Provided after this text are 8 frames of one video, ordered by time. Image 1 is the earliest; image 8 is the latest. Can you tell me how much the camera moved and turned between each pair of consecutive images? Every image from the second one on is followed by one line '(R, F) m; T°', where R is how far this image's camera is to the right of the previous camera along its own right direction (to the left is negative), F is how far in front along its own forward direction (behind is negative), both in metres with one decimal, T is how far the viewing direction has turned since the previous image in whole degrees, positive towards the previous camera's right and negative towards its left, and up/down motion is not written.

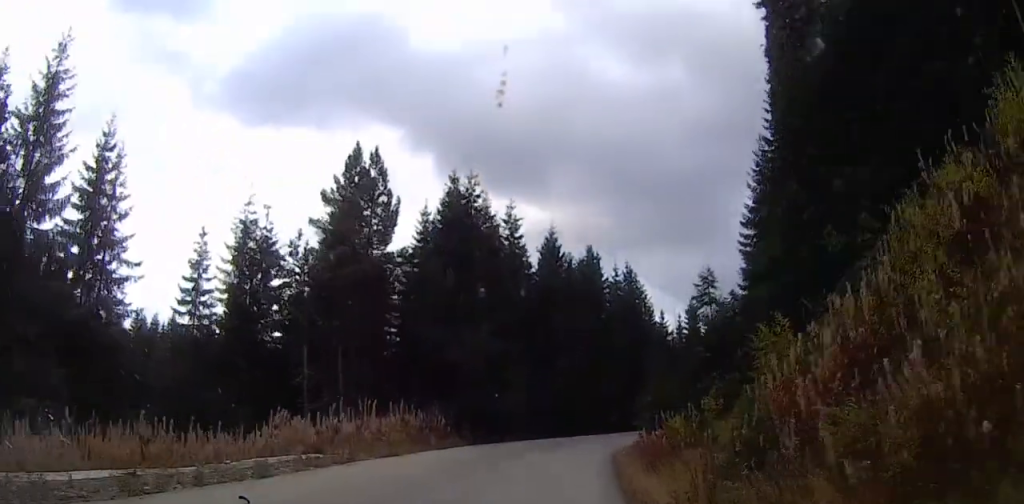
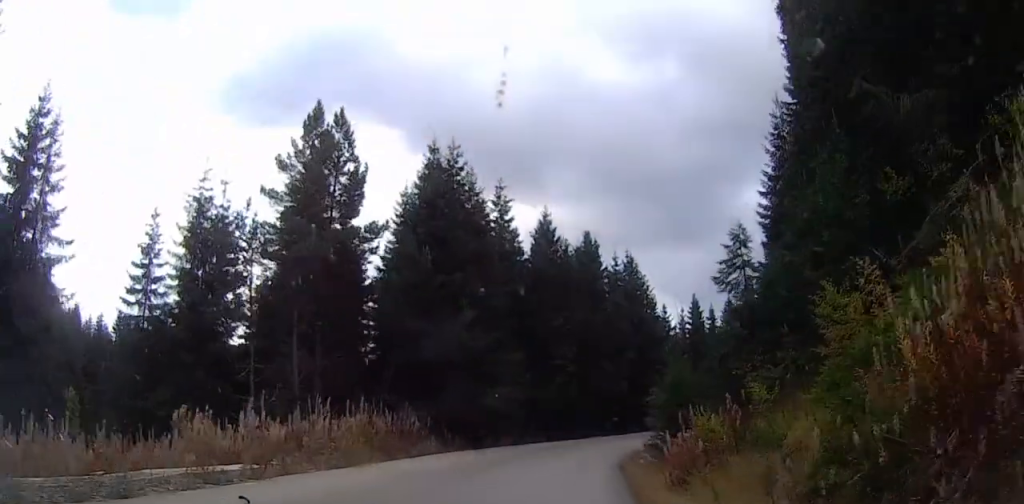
(+0.4, +5.4) m; +2°
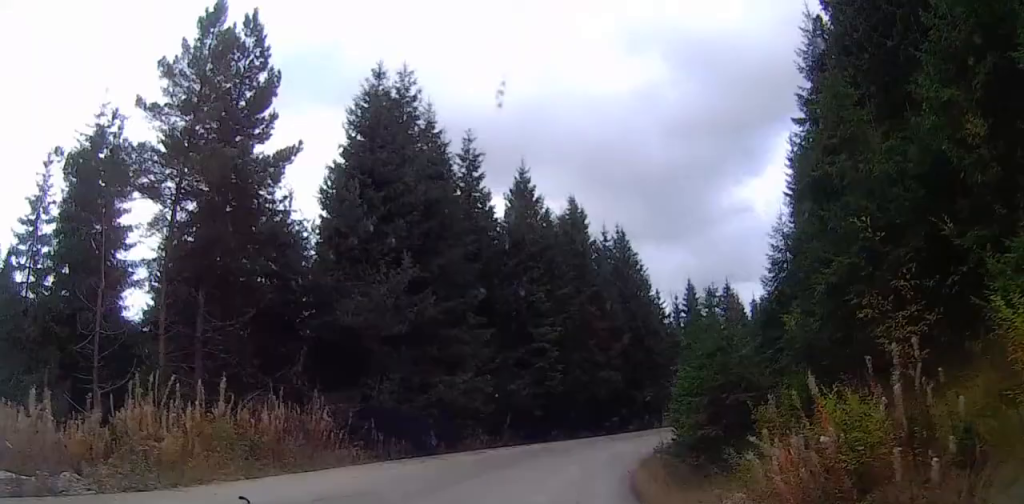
(+0.7, +9.1) m; +4°
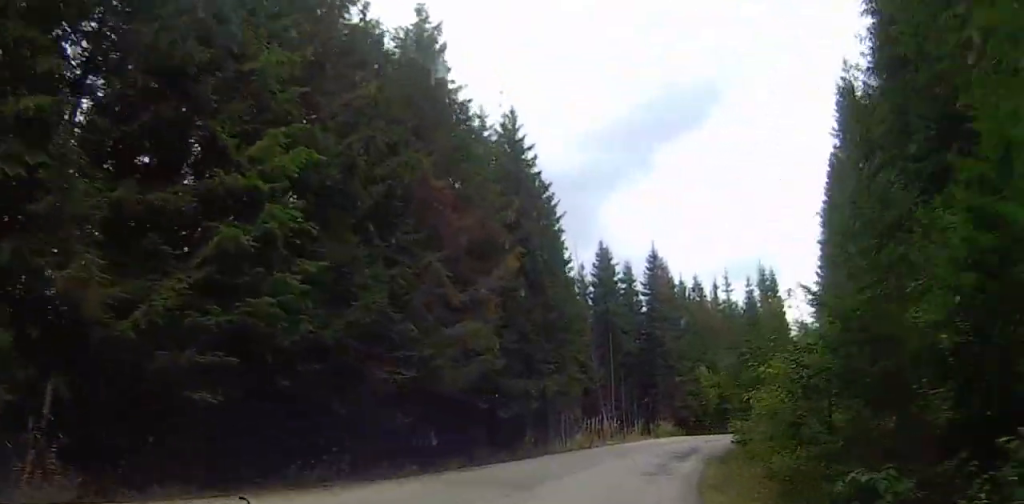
(+0.1, +27.3) m; 0°
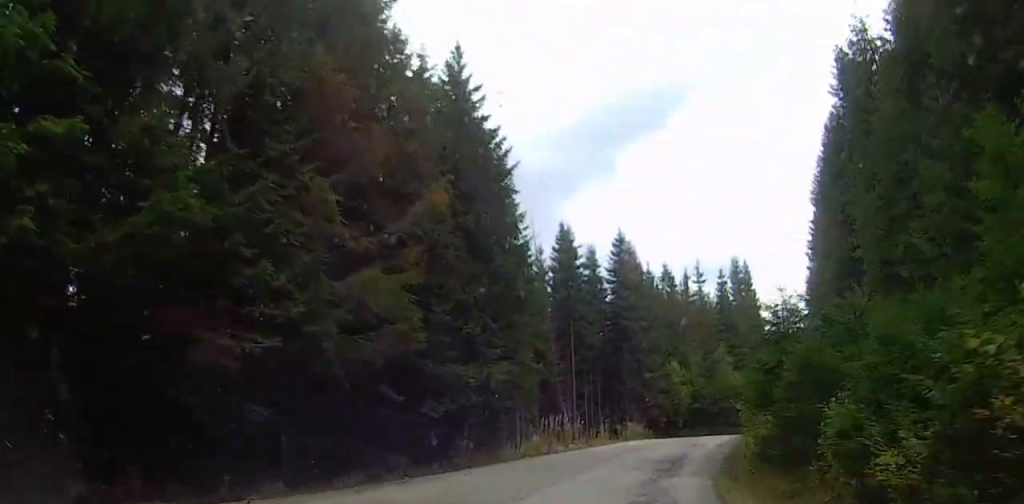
(0.0, +6.9) m; +4°
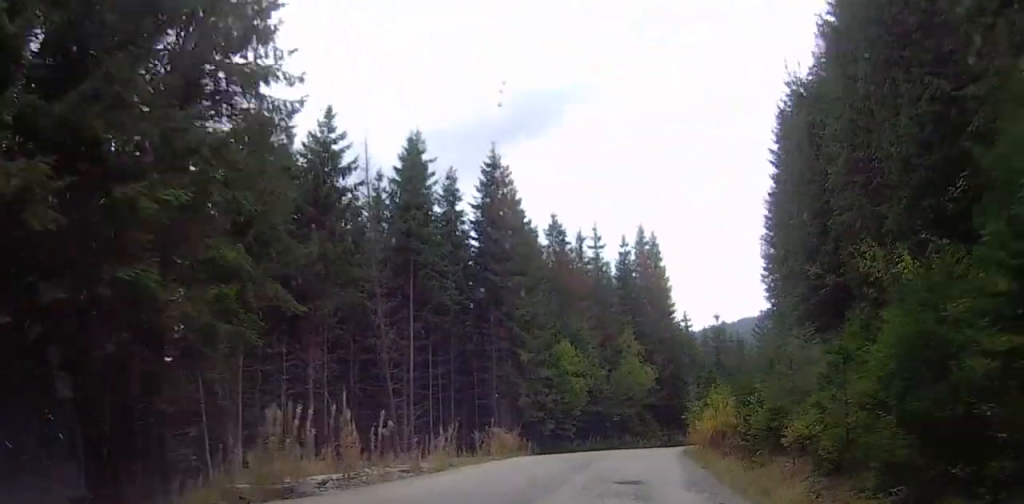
(+2.6, +19.9) m; +14°
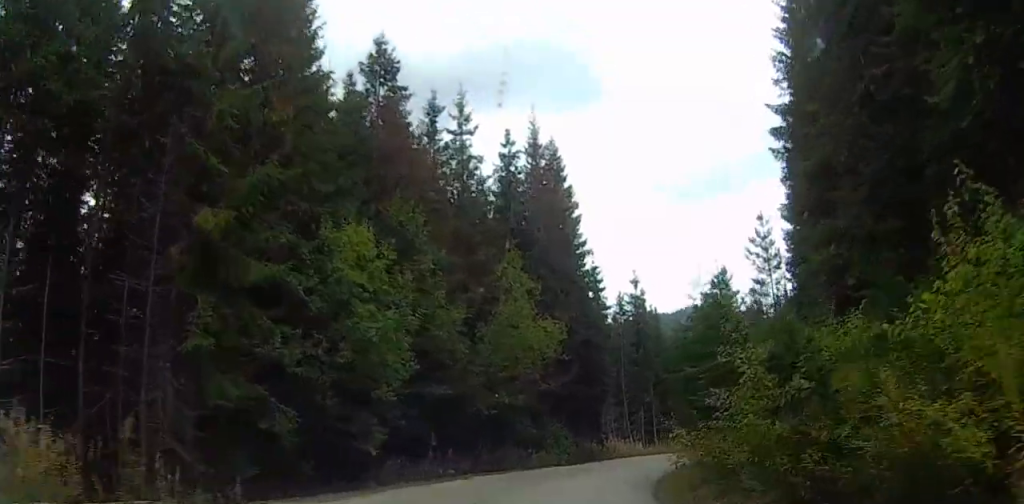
(+1.1, +26.1) m; +9°
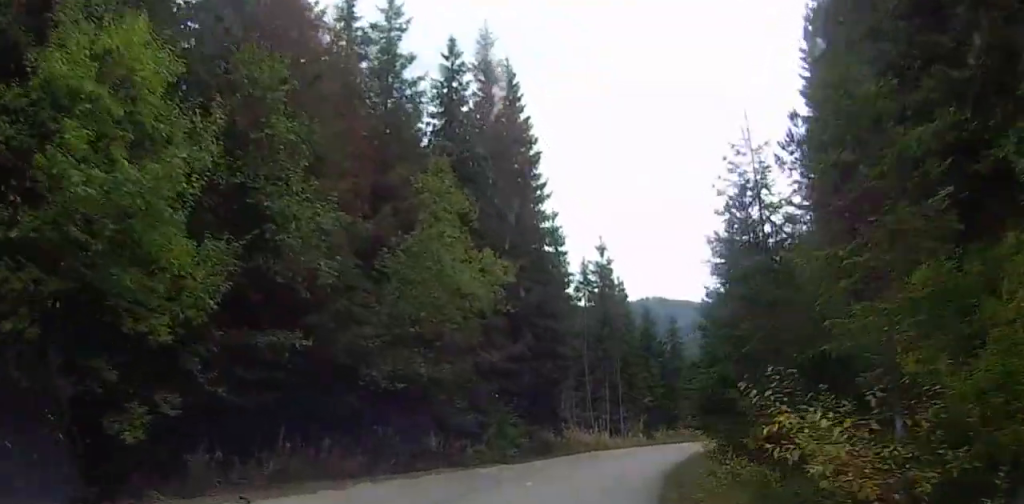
(+0.8, +10.0) m; +5°
